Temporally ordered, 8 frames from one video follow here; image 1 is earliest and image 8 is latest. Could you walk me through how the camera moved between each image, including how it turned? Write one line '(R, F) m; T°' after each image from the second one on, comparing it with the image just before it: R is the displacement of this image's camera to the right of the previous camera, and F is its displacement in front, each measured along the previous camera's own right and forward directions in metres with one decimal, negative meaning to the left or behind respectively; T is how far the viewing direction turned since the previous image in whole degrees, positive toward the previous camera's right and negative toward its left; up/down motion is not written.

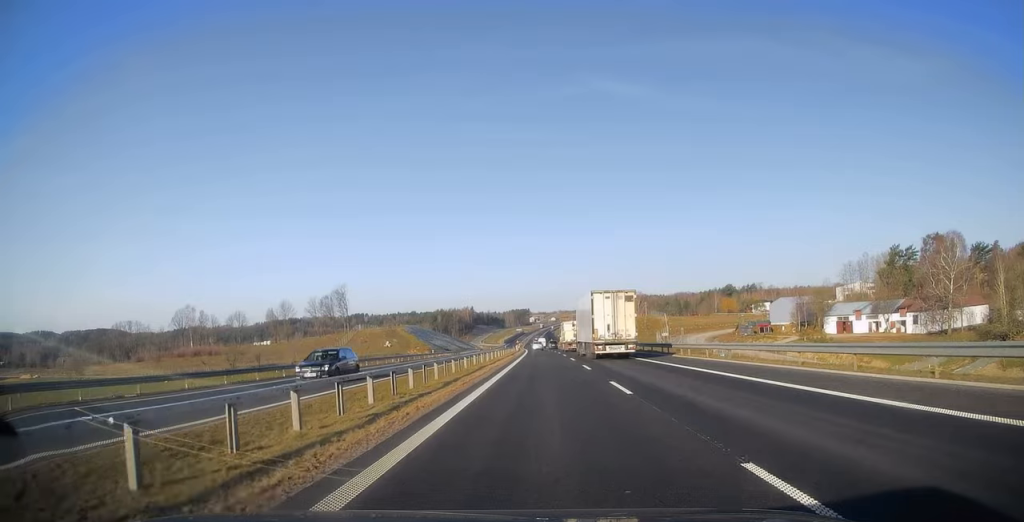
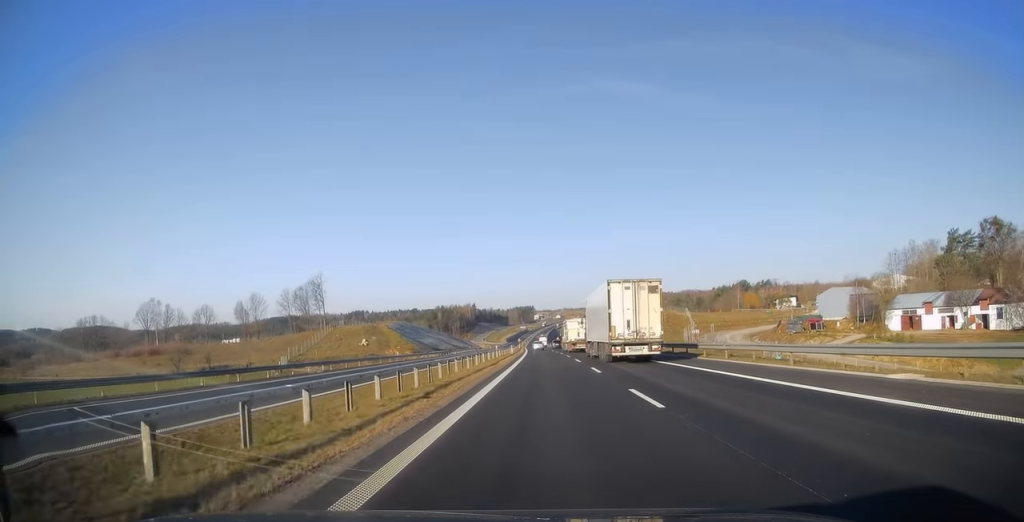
(0.0, +26.8) m; 0°
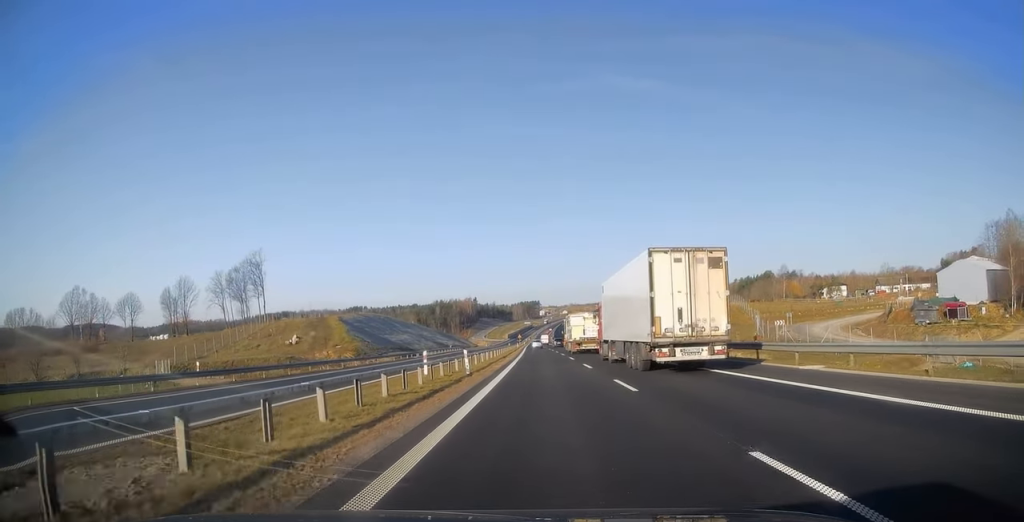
(-0.3, +44.3) m; -1°
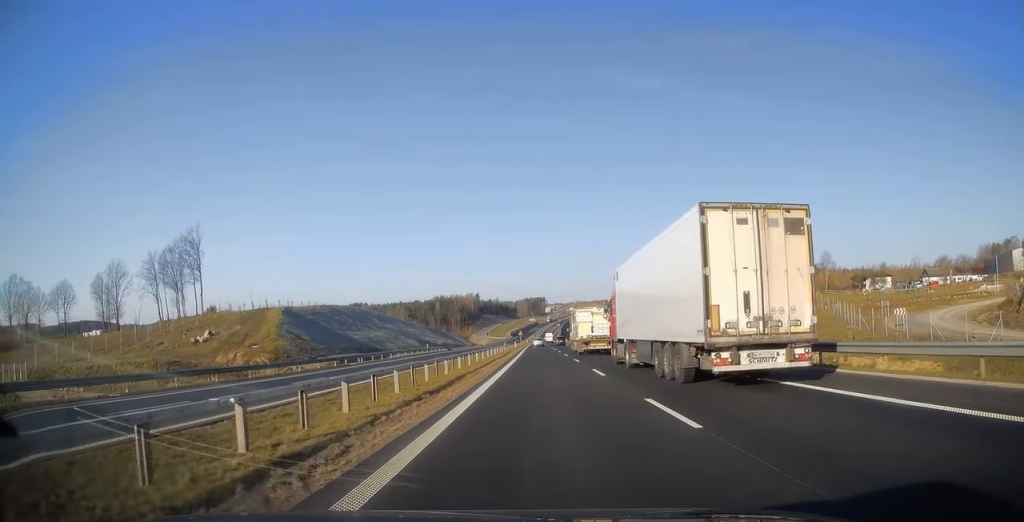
(-0.2, +29.9) m; 0°
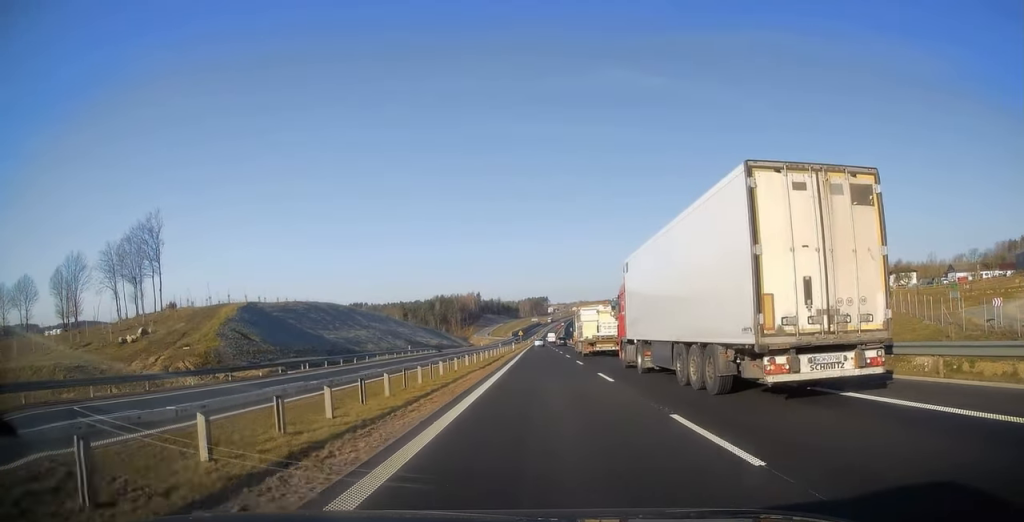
(0.0, +14.4) m; 0°
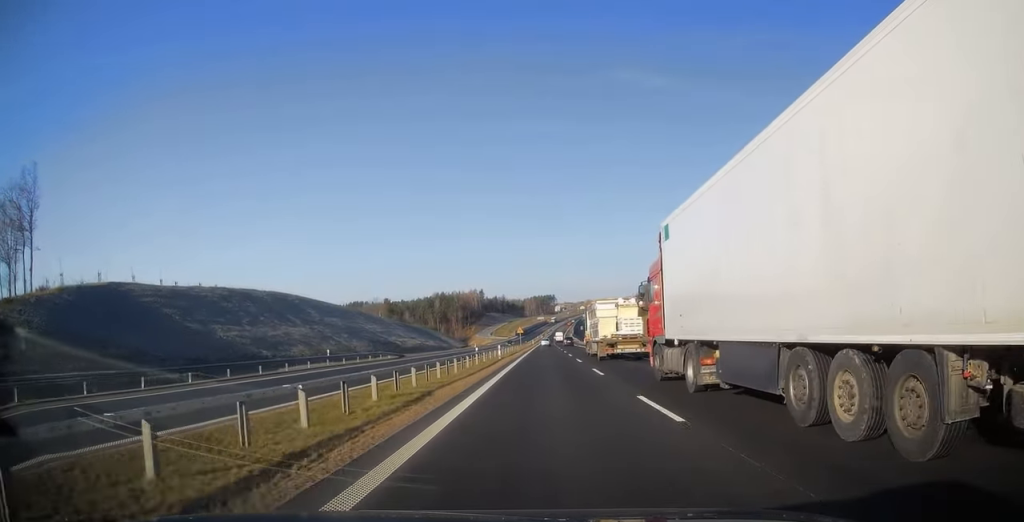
(0.0, +32.5) m; 0°
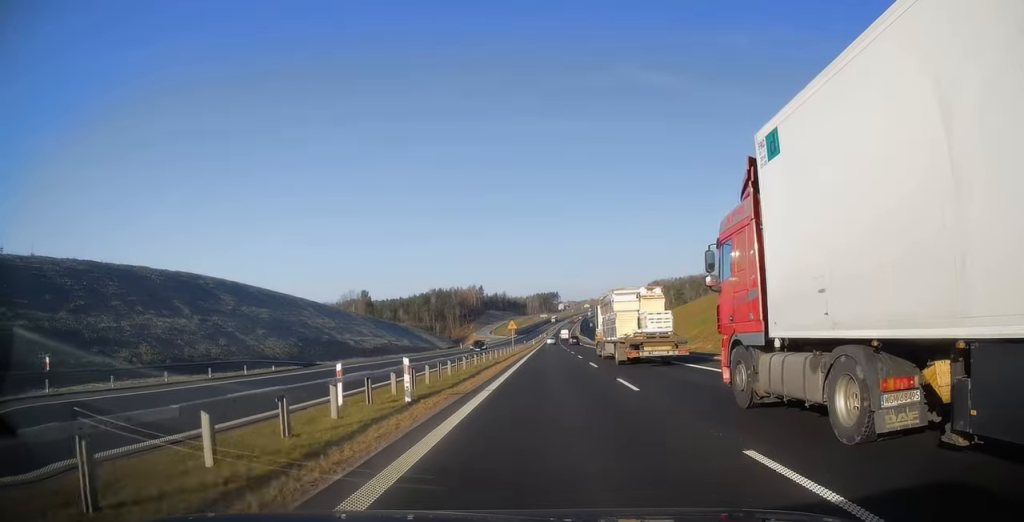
(0.0, +30.4) m; -1°
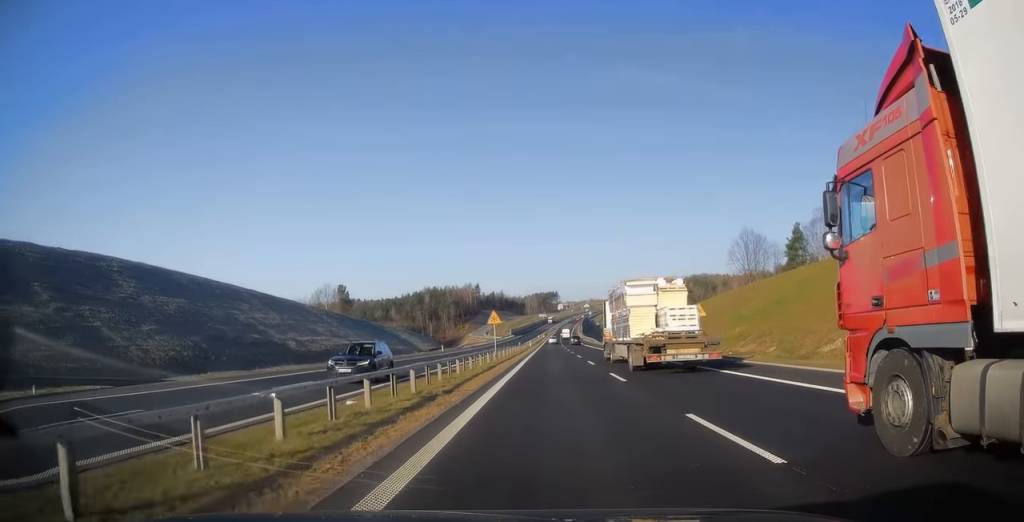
(-0.3, +20.6) m; 0°
